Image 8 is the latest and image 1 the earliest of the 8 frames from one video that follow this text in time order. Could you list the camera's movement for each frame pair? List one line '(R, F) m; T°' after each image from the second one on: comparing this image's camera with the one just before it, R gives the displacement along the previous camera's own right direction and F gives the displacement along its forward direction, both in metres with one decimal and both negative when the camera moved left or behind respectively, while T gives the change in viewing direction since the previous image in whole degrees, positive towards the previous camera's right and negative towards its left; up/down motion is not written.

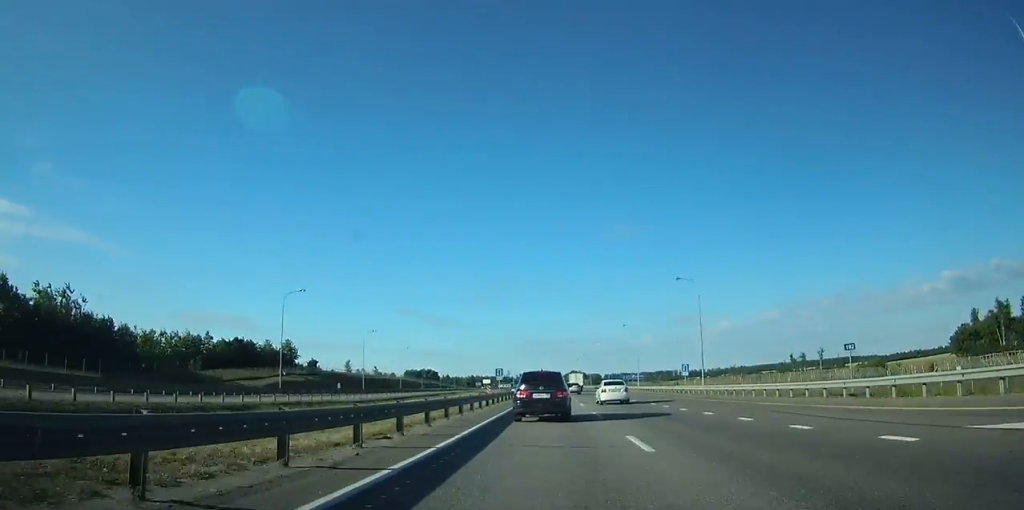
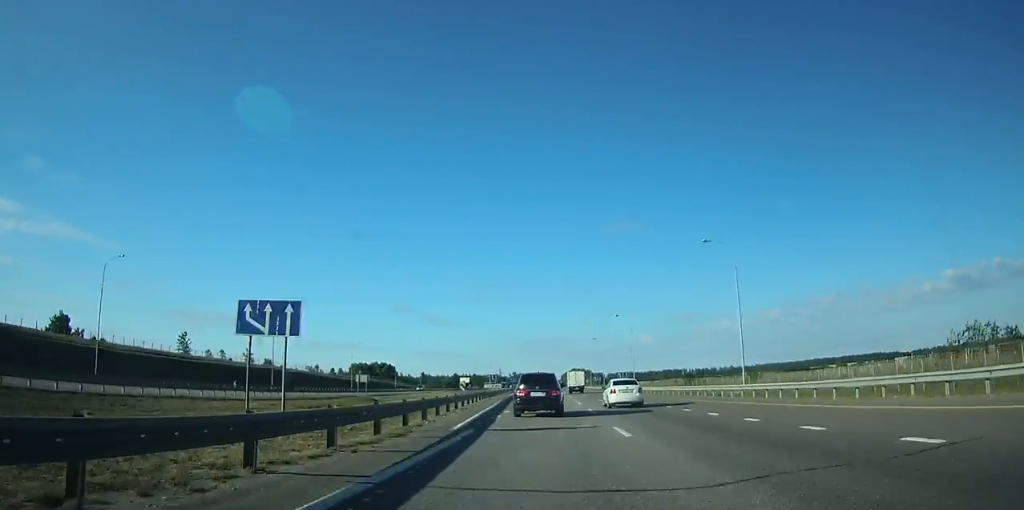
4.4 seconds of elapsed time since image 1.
(+0.3, +115.7) m; 0°
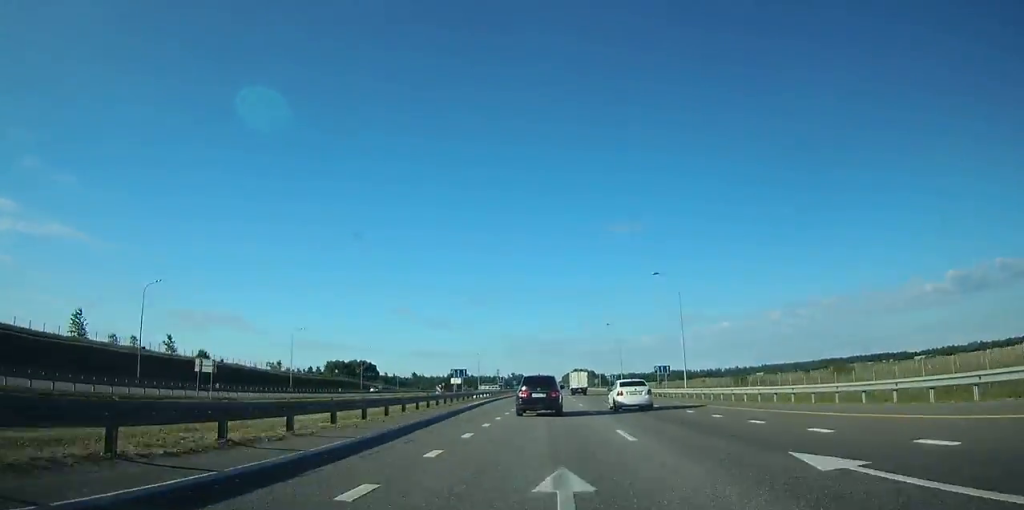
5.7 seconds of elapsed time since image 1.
(0.0, +36.5) m; 0°
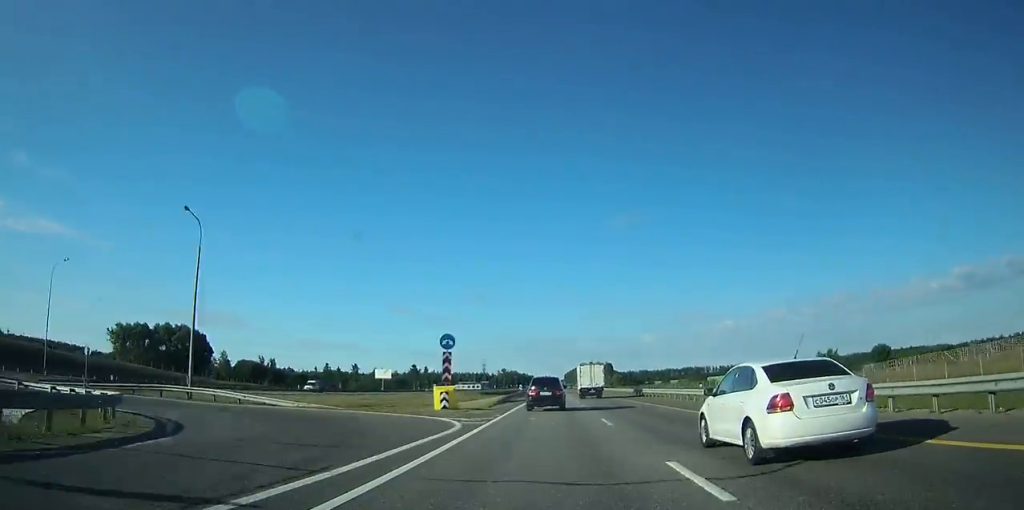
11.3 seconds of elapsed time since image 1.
(-0.4, +147.7) m; 0°
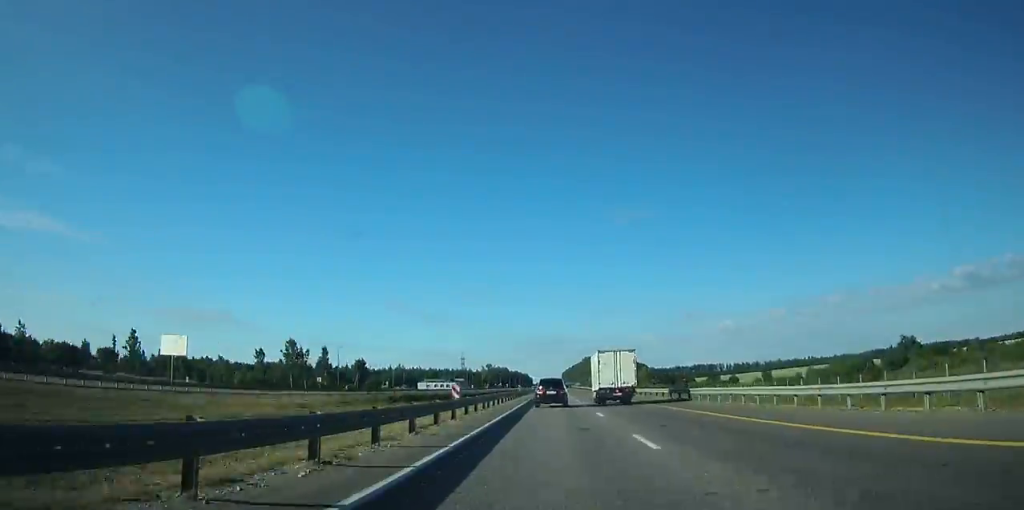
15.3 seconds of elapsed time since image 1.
(0.0, +110.5) m; 0°
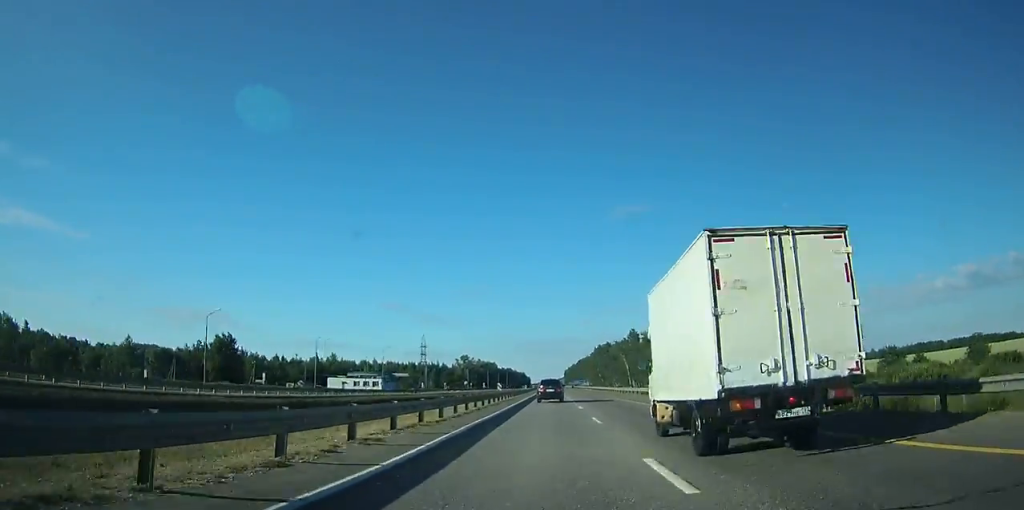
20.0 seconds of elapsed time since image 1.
(+0.3, +140.9) m; 0°
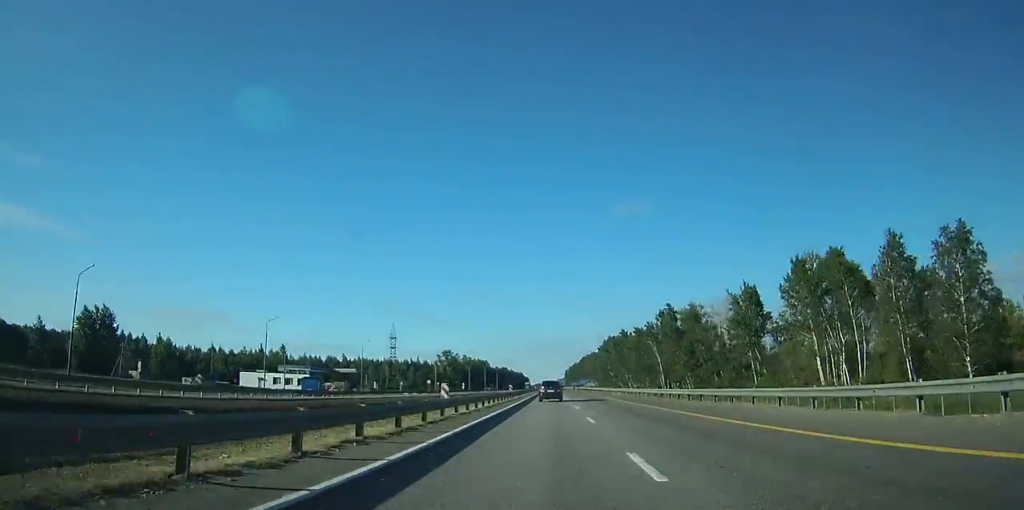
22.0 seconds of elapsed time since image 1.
(0.0, +63.9) m; 0°
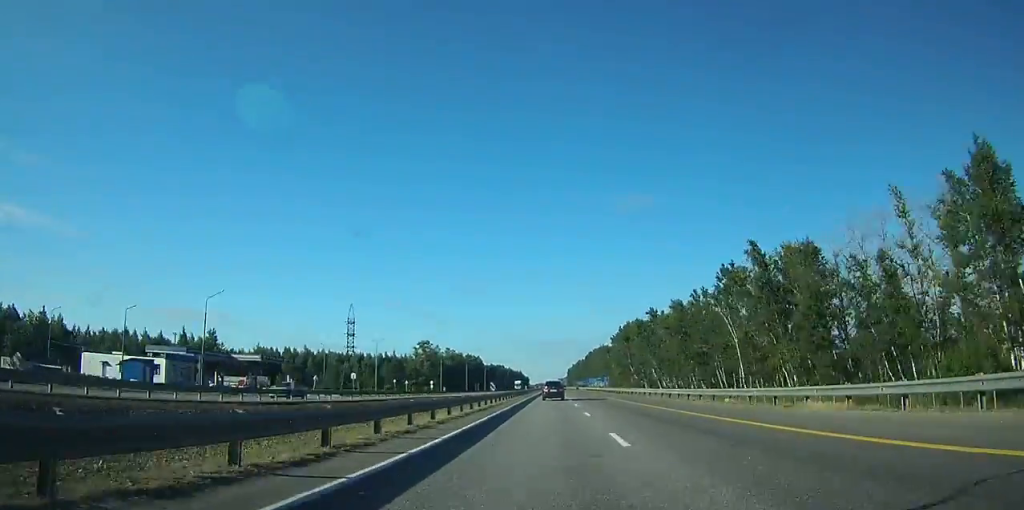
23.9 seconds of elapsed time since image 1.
(0.0, +60.1) m; 0°
